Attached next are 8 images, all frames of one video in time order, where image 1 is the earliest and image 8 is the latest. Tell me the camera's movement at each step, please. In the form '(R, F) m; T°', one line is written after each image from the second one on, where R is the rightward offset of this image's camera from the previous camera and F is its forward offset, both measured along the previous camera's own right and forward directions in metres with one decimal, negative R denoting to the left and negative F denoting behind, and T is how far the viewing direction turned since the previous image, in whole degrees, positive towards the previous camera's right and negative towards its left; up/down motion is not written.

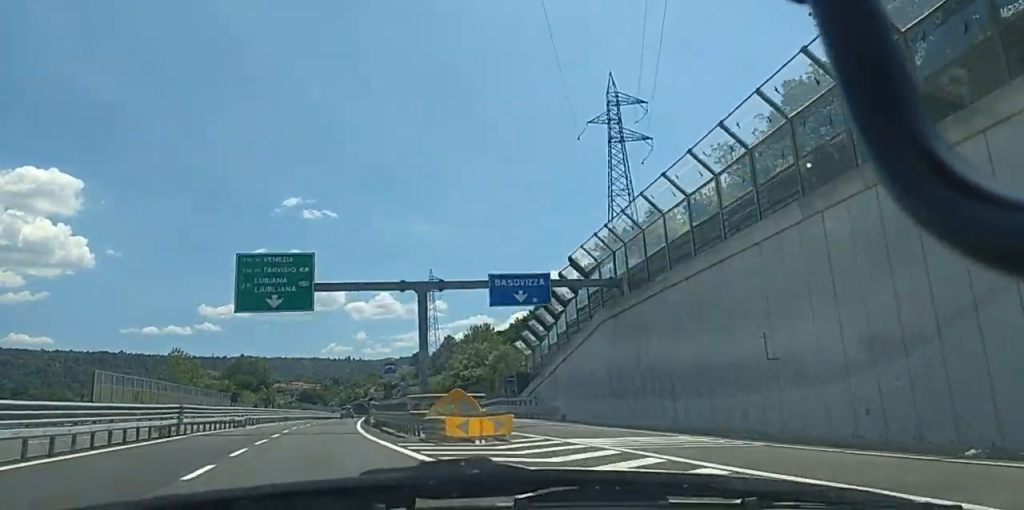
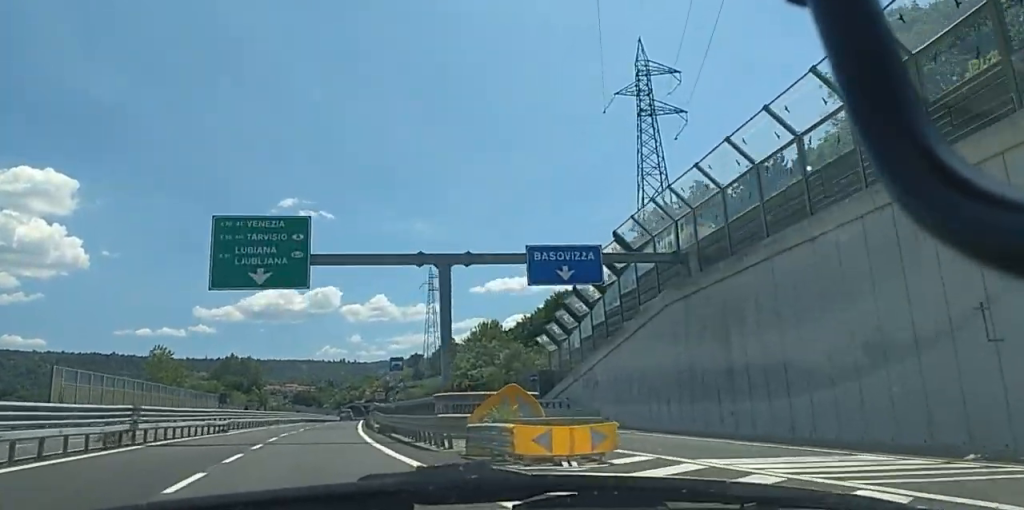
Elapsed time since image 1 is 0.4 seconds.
(+0.2, +8.8) m; 0°
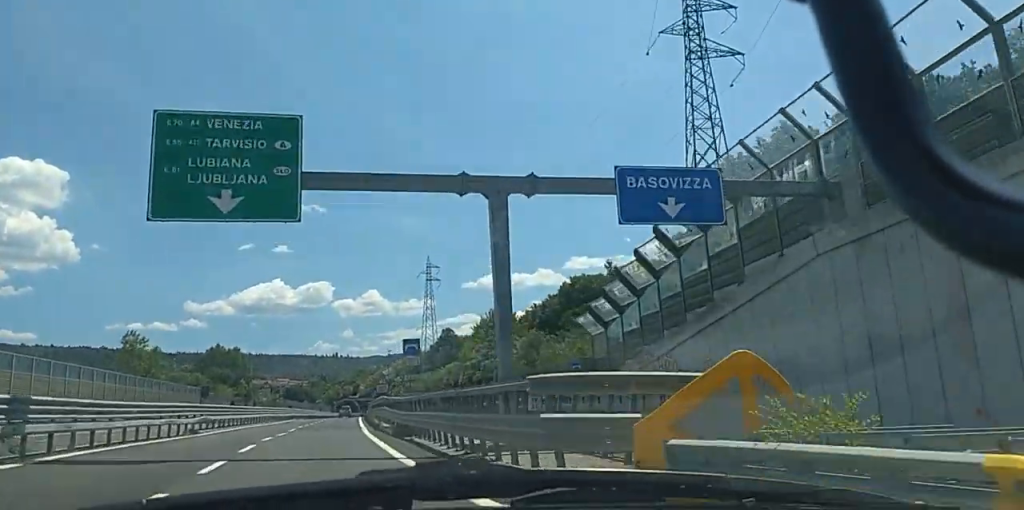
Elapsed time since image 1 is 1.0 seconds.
(0.0, +10.9) m; 0°
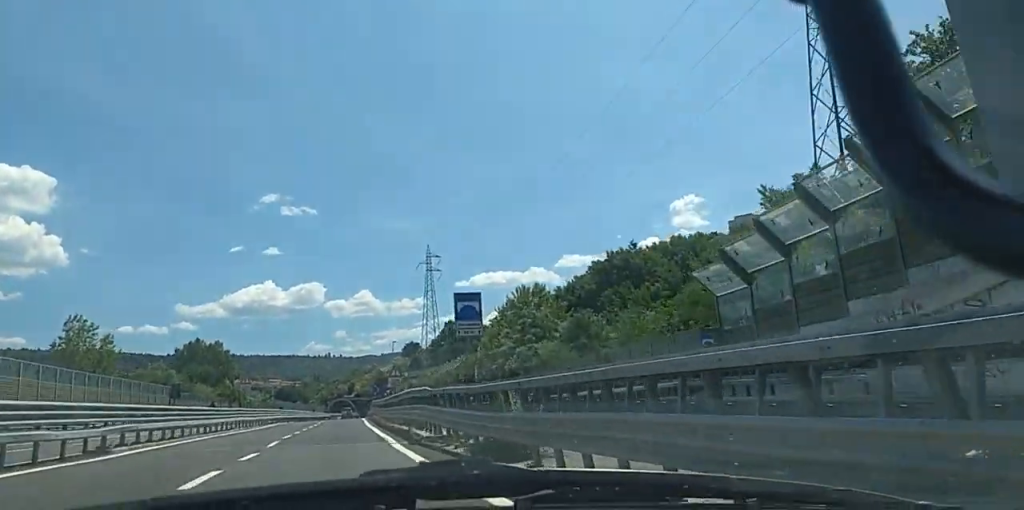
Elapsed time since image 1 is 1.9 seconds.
(-0.2, +17.8) m; 0°
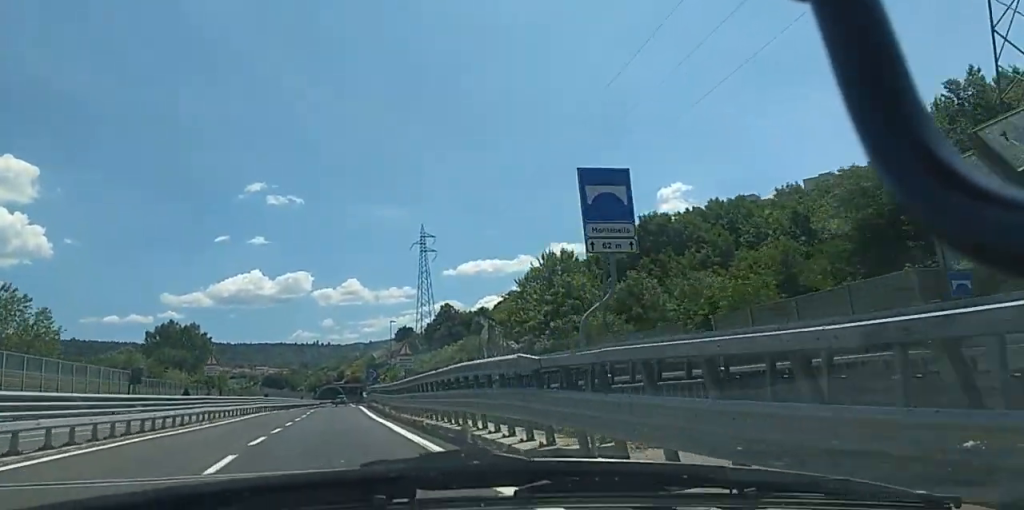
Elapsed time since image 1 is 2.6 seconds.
(+0.3, +13.7) m; +1°
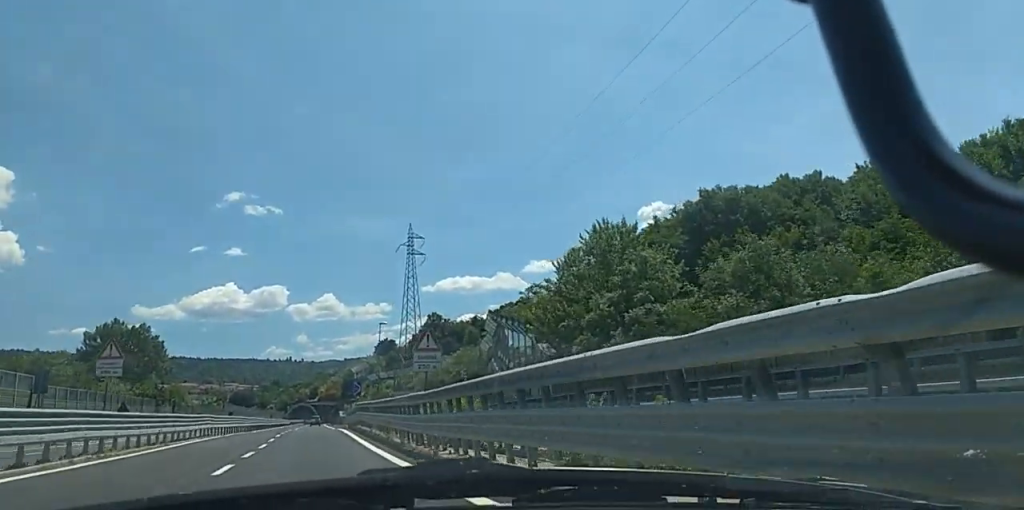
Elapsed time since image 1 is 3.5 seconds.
(0.0, +18.0) m; 0°
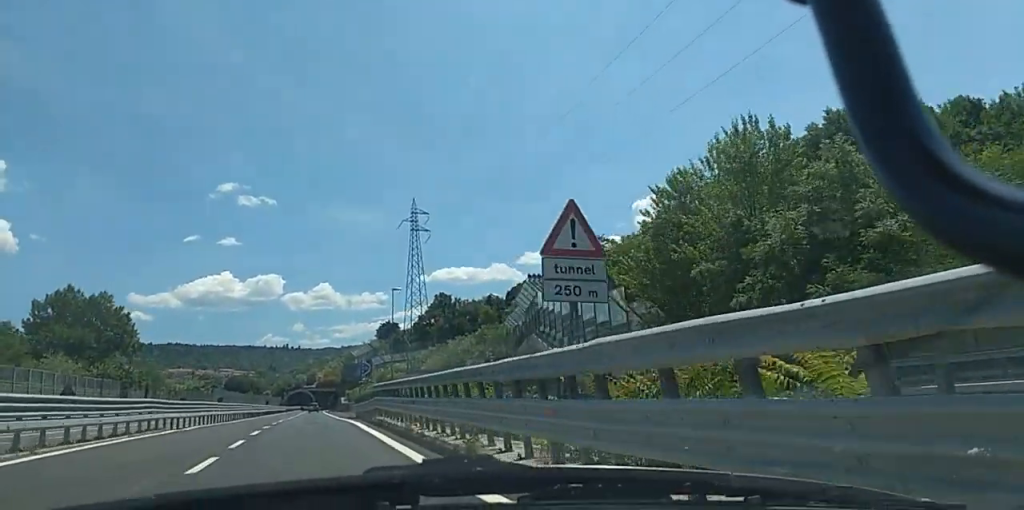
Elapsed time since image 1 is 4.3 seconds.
(-0.1, +17.5) m; +1°
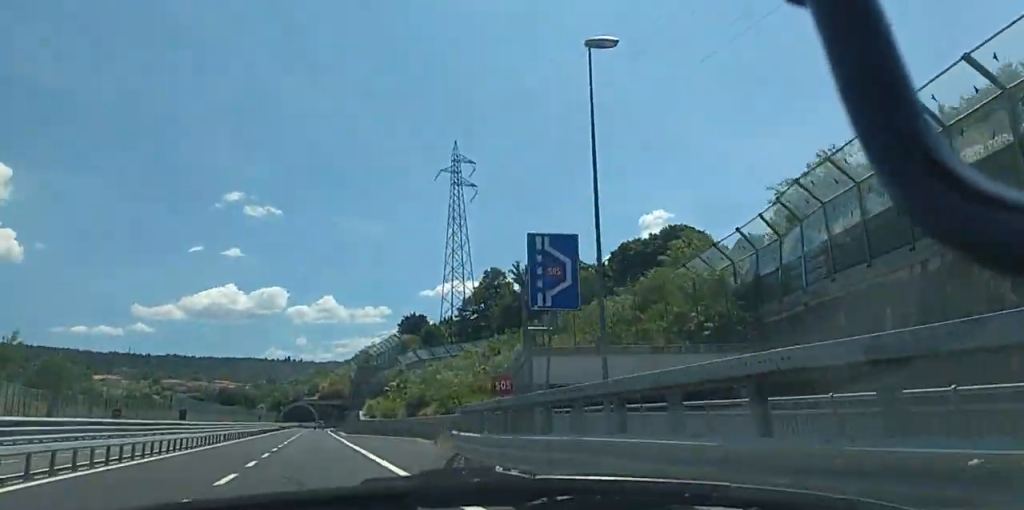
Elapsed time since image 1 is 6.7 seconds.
(+0.1, +50.0) m; 0°
